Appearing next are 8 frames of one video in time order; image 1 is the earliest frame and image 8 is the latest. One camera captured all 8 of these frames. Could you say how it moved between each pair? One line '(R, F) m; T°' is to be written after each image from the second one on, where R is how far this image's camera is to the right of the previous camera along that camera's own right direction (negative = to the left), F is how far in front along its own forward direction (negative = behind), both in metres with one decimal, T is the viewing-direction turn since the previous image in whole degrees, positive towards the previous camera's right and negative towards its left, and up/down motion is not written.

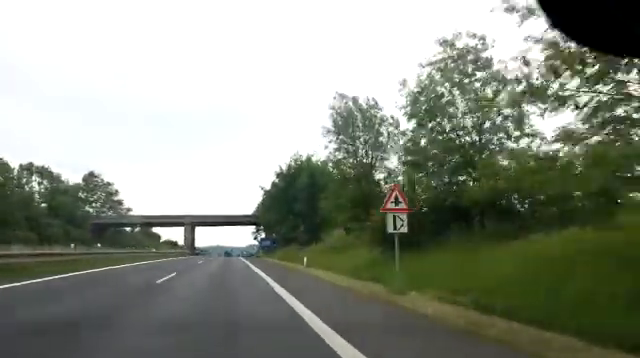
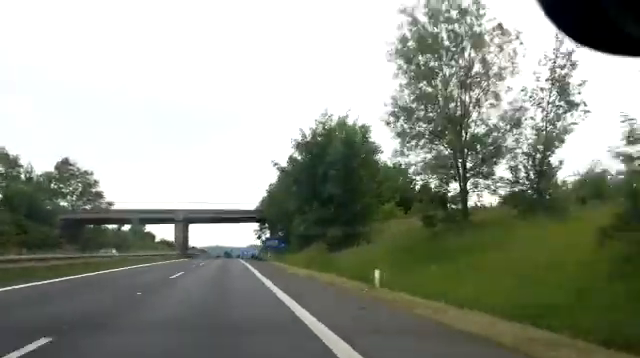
(-0.2, +14.6) m; 0°
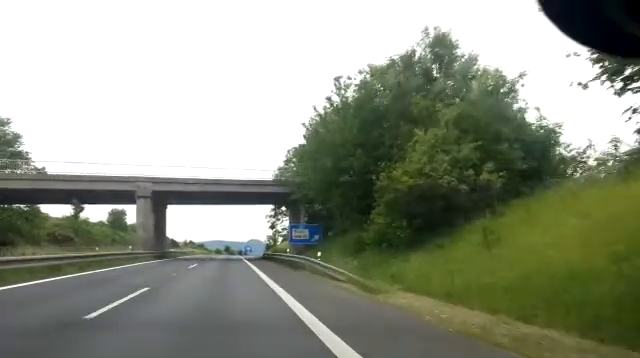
(+0.3, +29.8) m; 0°
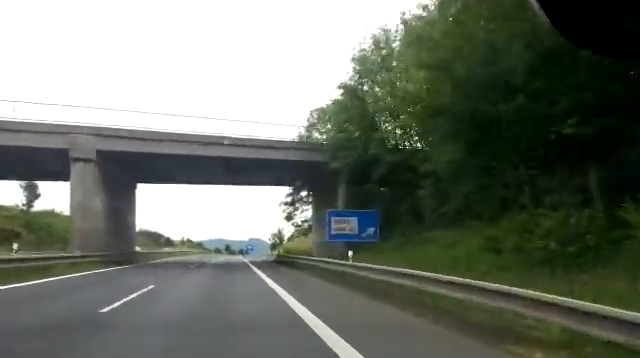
(-0.1, +18.0) m; -1°
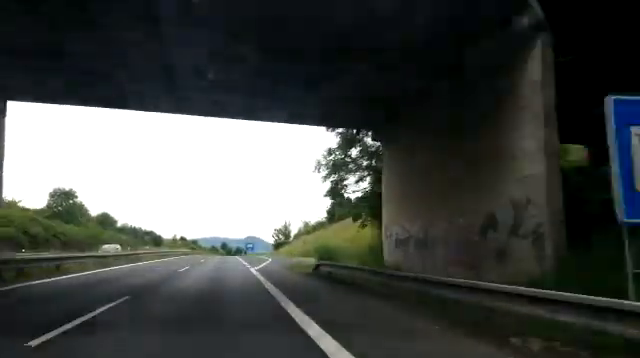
(-0.1, +21.3) m; +1°
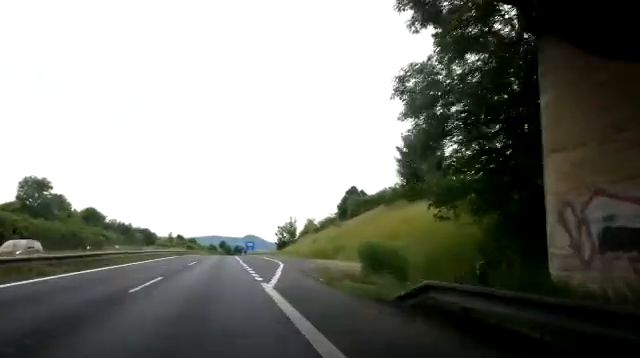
(+0.1, +12.0) m; +1°
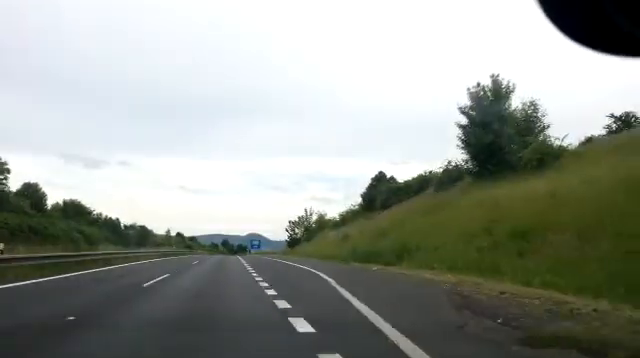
(+0.2, +16.3) m; +1°
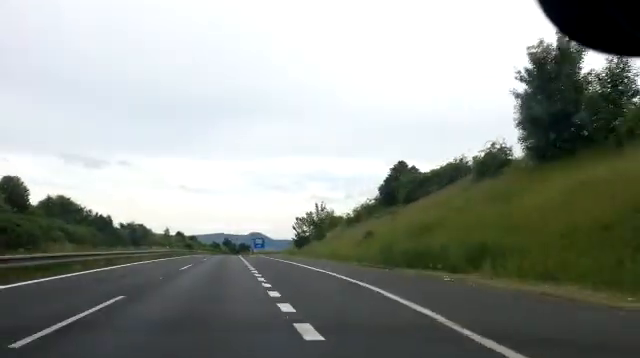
(+0.1, +8.9) m; 0°
